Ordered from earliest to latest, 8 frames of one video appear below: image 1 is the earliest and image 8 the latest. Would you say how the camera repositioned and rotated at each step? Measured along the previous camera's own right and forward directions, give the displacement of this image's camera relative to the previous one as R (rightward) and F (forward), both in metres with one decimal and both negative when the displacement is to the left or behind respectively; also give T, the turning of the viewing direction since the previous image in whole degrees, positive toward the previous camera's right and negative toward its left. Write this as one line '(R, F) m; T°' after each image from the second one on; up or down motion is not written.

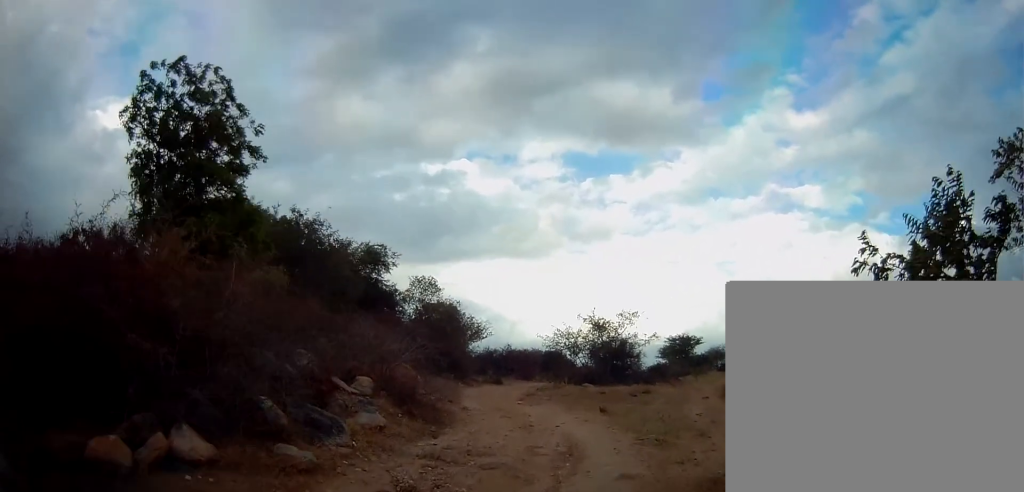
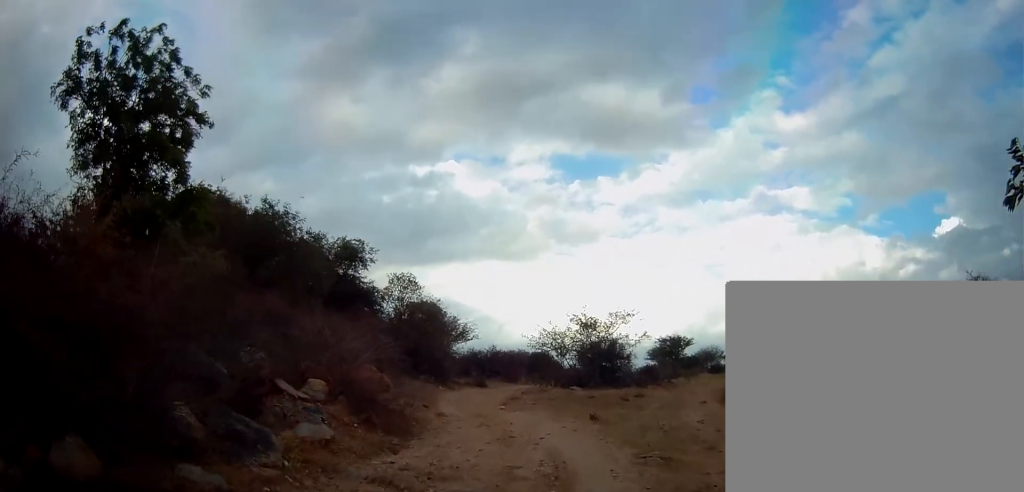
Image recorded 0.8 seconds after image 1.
(+0.1, +1.6) m; 0°
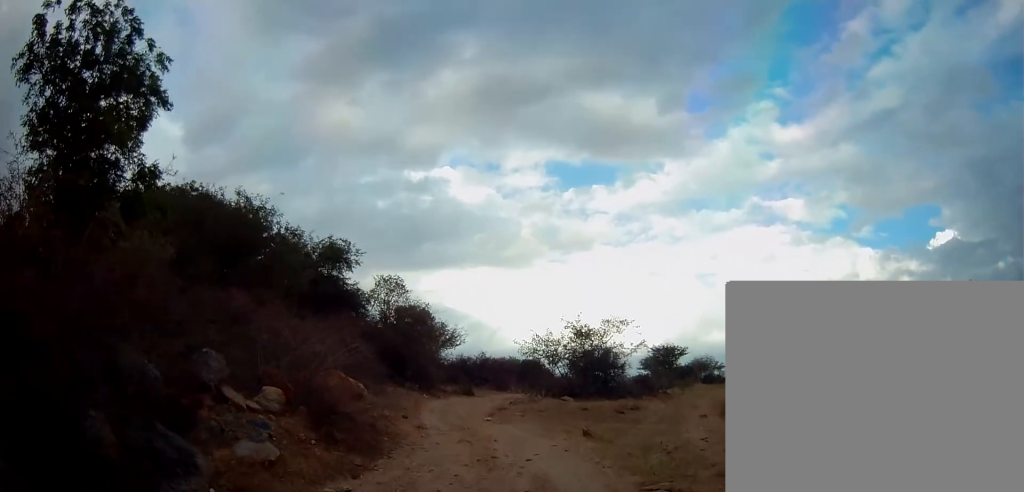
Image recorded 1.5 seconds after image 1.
(0.0, +1.3) m; 0°
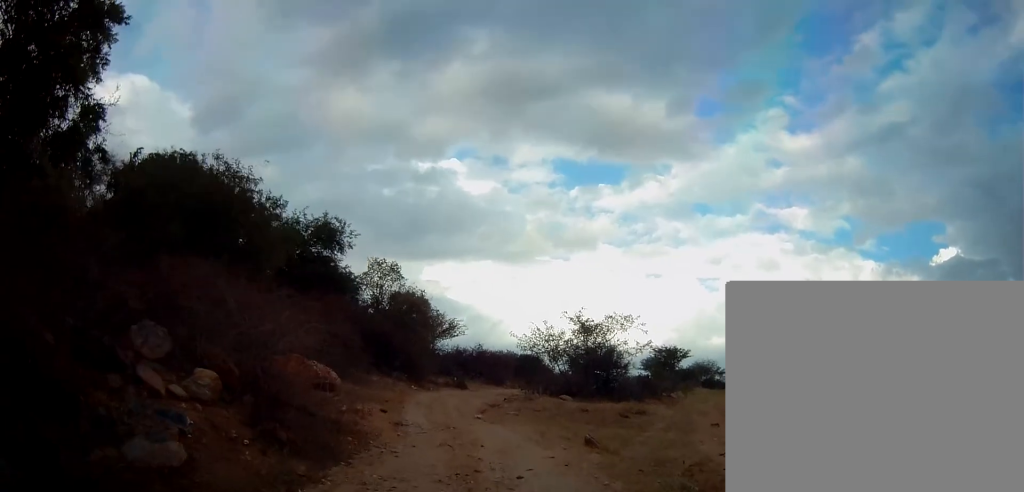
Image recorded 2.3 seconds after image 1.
(0.0, +1.7) m; 0°
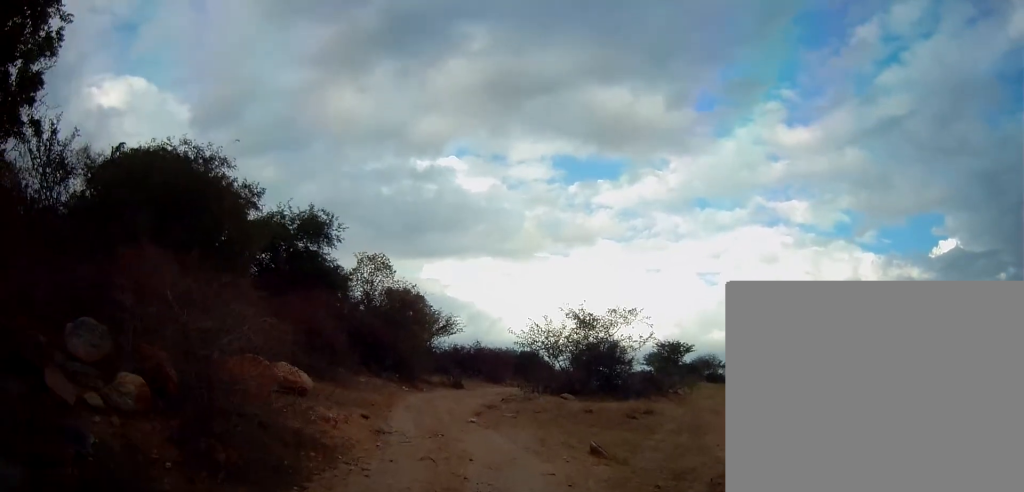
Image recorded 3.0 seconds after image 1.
(+0.1, +1.4) m; 0°
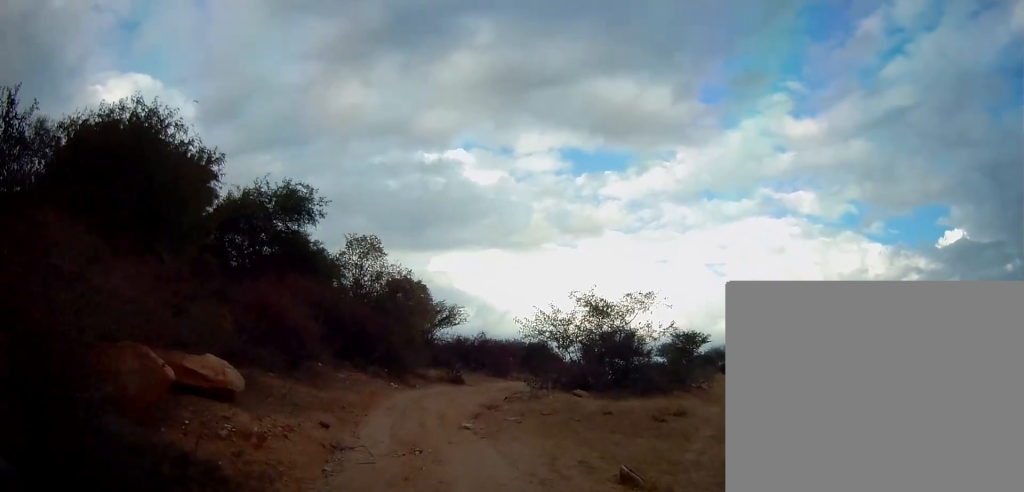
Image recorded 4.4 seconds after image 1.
(-0.1, +2.8) m; -4°
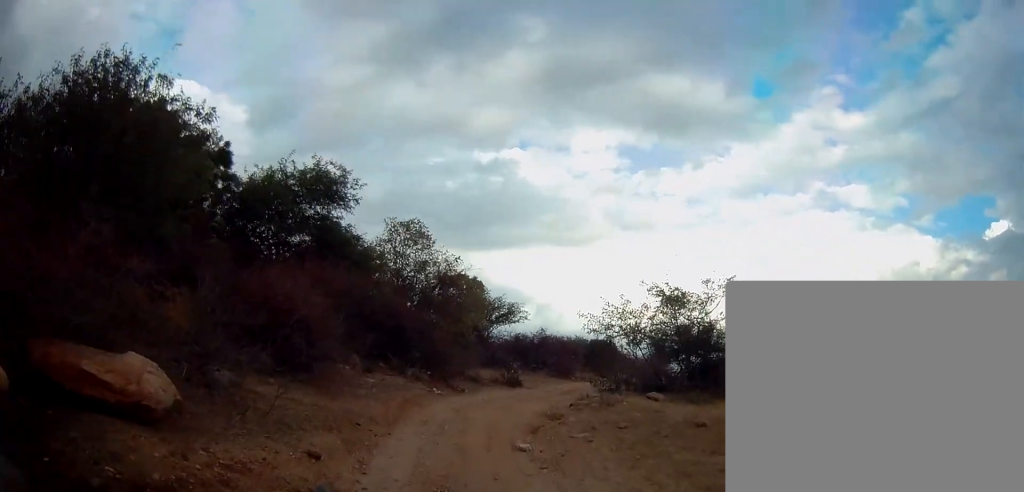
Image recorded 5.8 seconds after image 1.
(0.0, +2.7) m; -4°
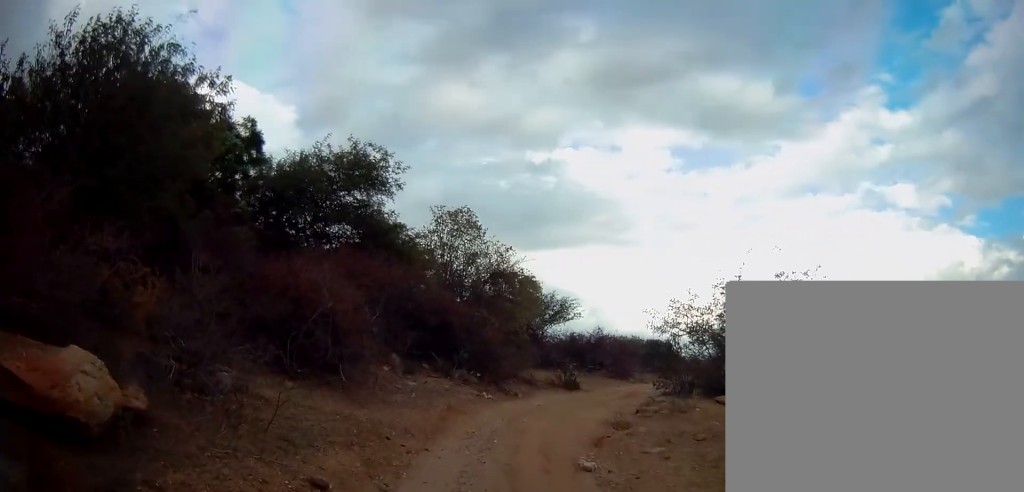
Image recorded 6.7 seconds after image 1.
(-0.1, +1.6) m; -7°
